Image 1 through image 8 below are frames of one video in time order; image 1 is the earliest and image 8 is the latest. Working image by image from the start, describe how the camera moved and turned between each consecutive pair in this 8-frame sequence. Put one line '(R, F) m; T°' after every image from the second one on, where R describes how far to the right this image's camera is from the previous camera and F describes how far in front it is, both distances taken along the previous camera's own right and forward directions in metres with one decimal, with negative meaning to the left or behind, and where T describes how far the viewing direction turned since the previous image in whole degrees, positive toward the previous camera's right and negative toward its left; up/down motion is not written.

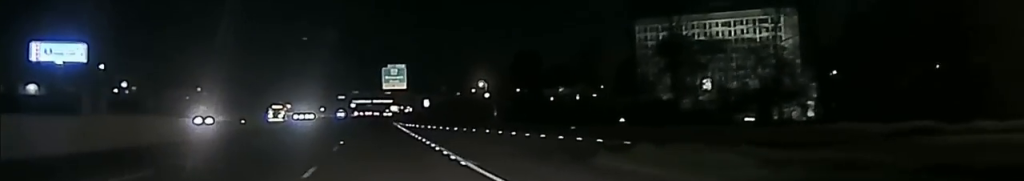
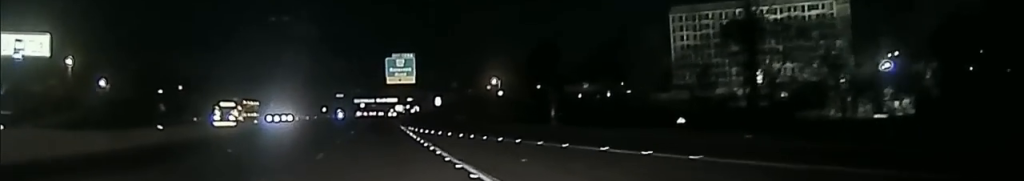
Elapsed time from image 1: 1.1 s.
(+0.4, +30.7) m; 0°
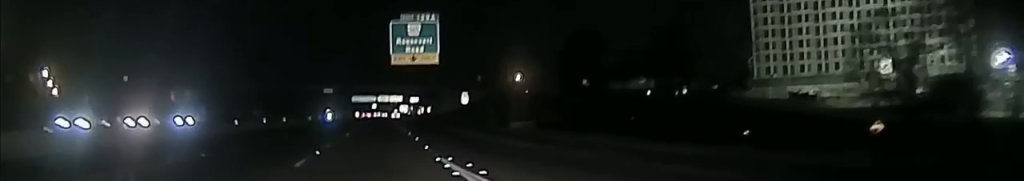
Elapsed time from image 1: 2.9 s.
(-0.7, +50.5) m; -1°
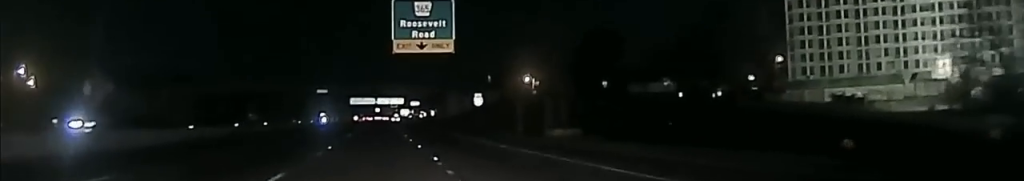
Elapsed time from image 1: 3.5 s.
(0.0, +16.5) m; 0°
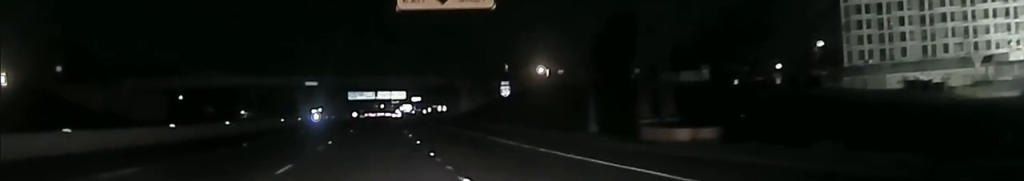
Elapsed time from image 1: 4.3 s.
(0.0, +22.9) m; +1°
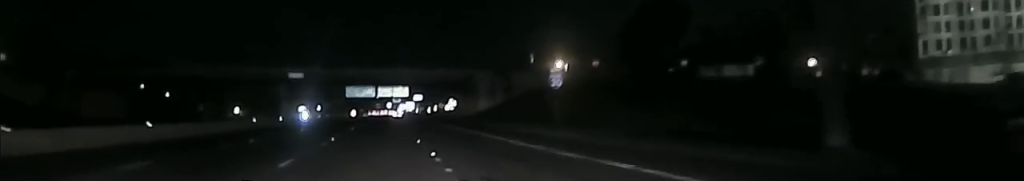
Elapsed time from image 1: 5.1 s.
(+0.2, +21.9) m; +1°
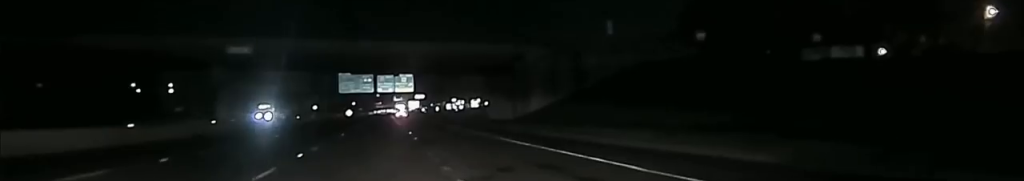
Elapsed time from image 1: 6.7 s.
(-0.5, +41.1) m; -1°
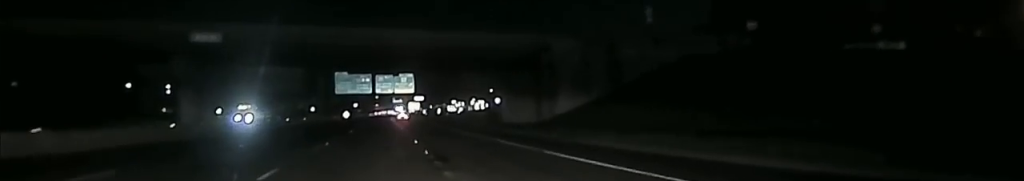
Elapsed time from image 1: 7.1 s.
(-0.3, +11.1) m; 0°
